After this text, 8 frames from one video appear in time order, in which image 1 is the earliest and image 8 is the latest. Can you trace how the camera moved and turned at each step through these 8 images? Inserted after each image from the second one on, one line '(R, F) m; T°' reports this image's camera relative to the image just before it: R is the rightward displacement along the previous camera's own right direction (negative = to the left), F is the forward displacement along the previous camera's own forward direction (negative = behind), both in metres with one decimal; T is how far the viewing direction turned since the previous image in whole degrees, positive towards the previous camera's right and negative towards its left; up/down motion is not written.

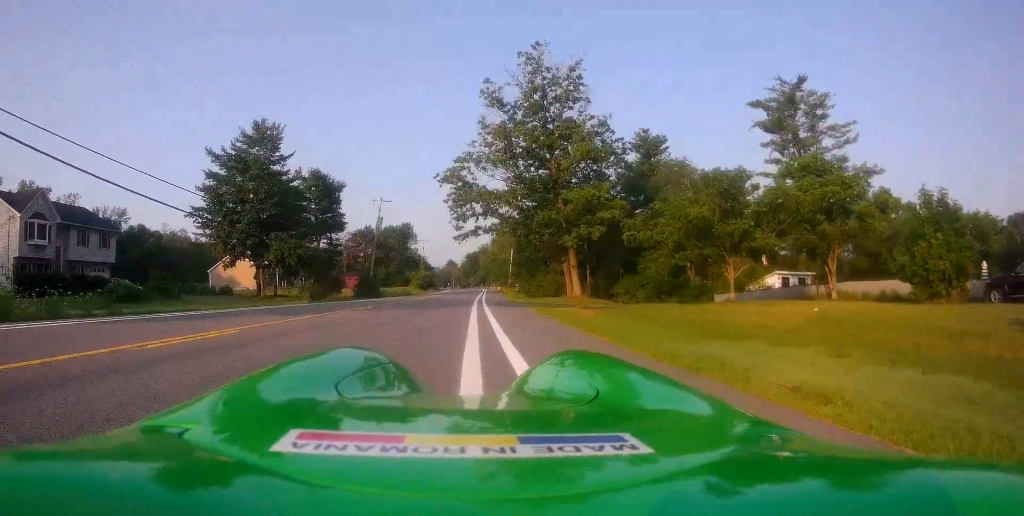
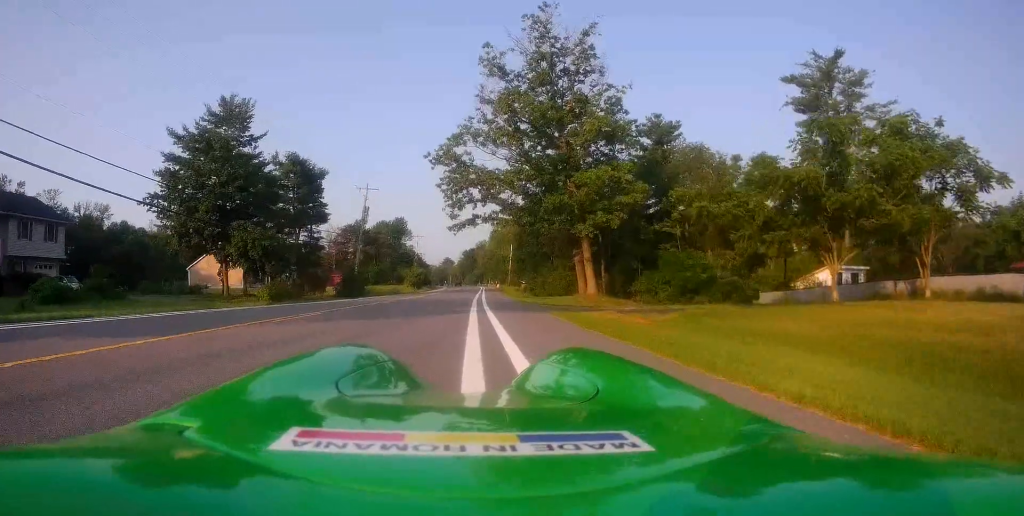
(-0.3, +7.5) m; -2°
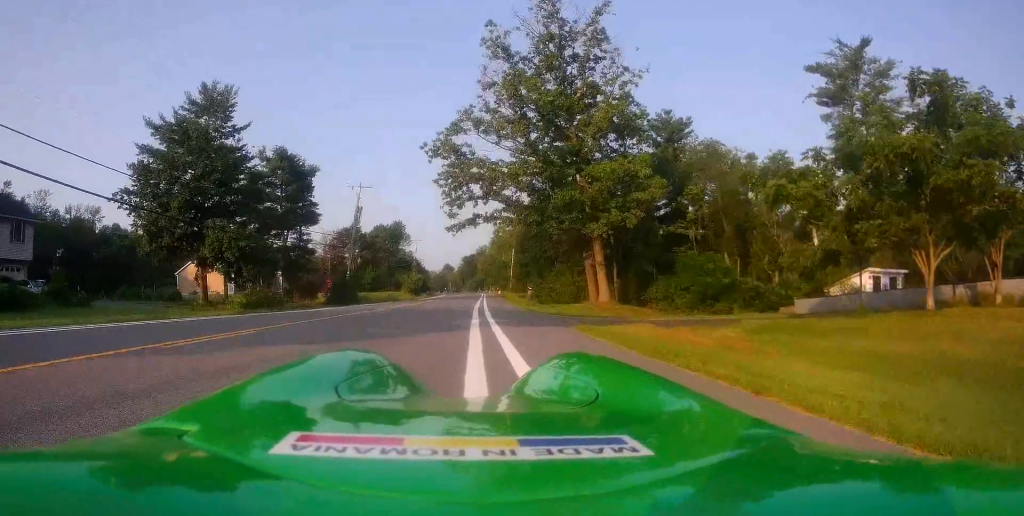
(0.0, +4.1) m; +2°
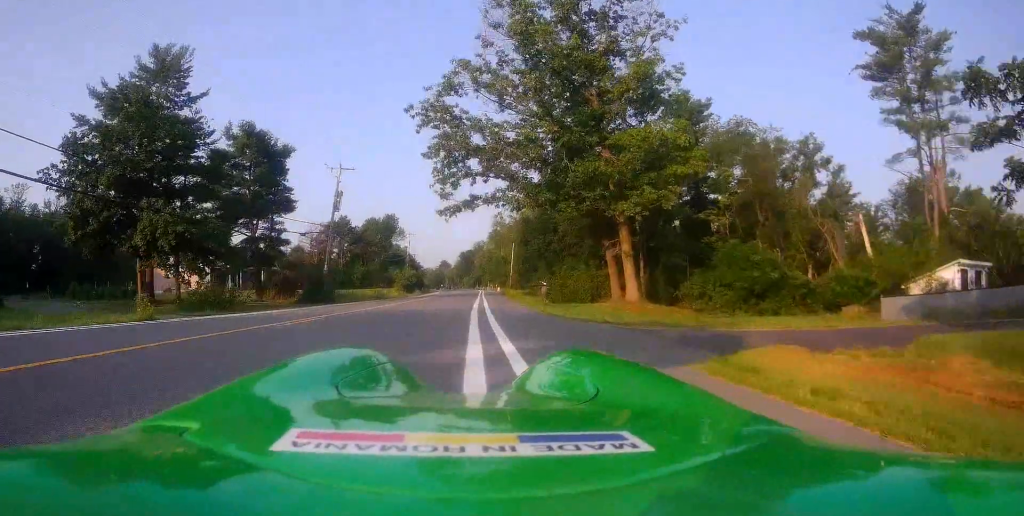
(+0.2, +7.5) m; +3°
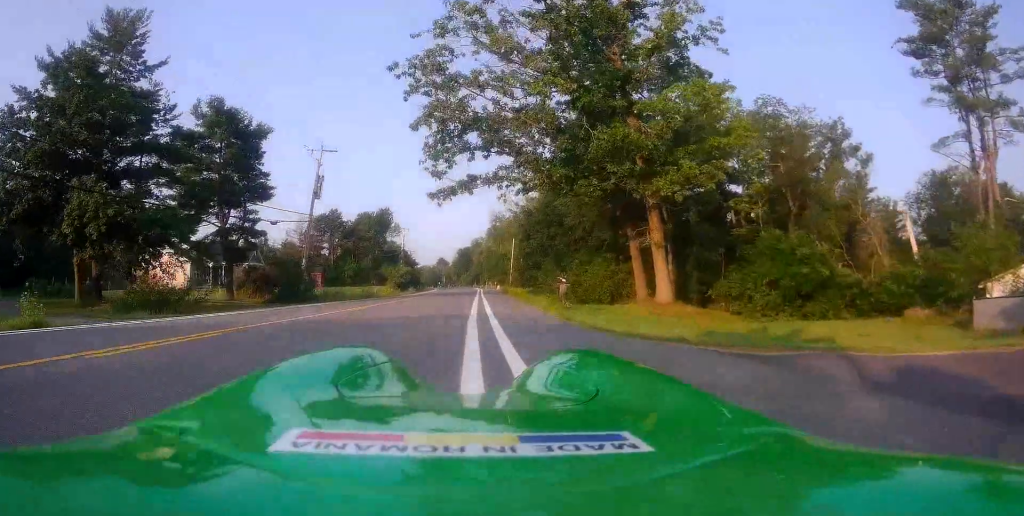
(+0.5, +5.8) m; 0°
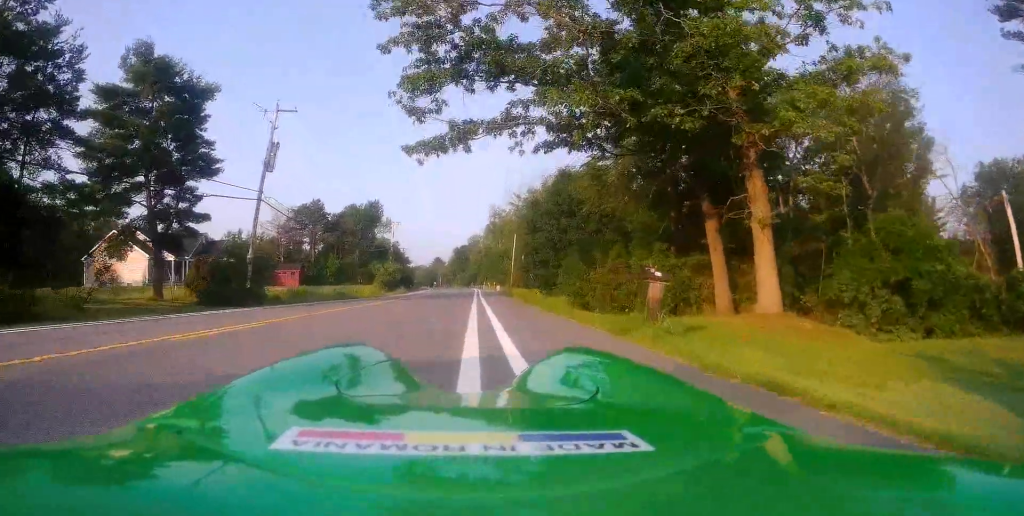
(-0.7, +10.4) m; -3°
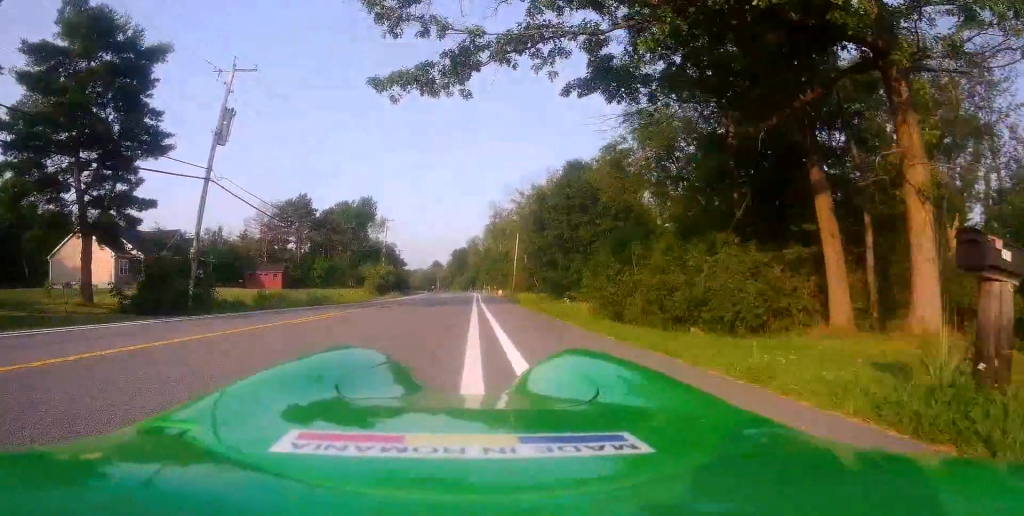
(+0.2, +6.9) m; 0°
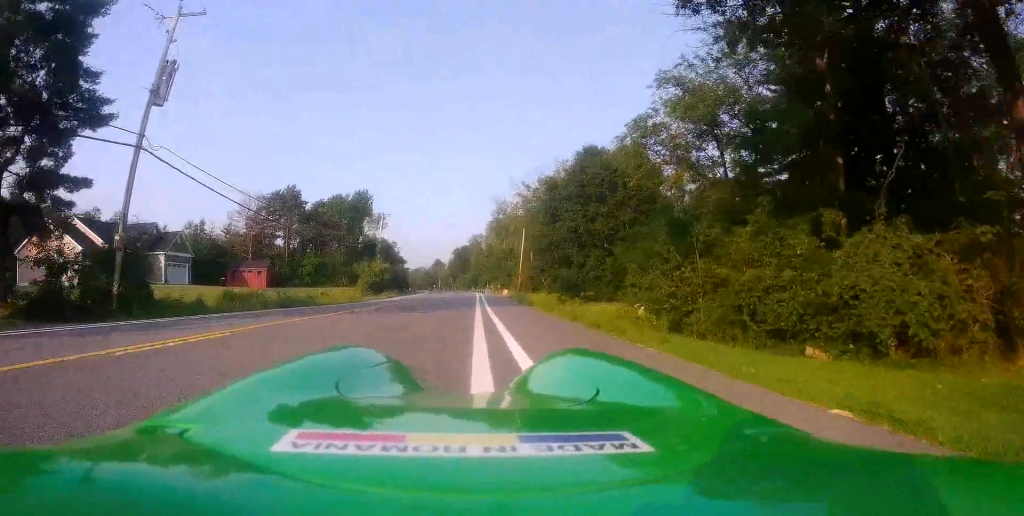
(-0.3, +6.2) m; +2°
